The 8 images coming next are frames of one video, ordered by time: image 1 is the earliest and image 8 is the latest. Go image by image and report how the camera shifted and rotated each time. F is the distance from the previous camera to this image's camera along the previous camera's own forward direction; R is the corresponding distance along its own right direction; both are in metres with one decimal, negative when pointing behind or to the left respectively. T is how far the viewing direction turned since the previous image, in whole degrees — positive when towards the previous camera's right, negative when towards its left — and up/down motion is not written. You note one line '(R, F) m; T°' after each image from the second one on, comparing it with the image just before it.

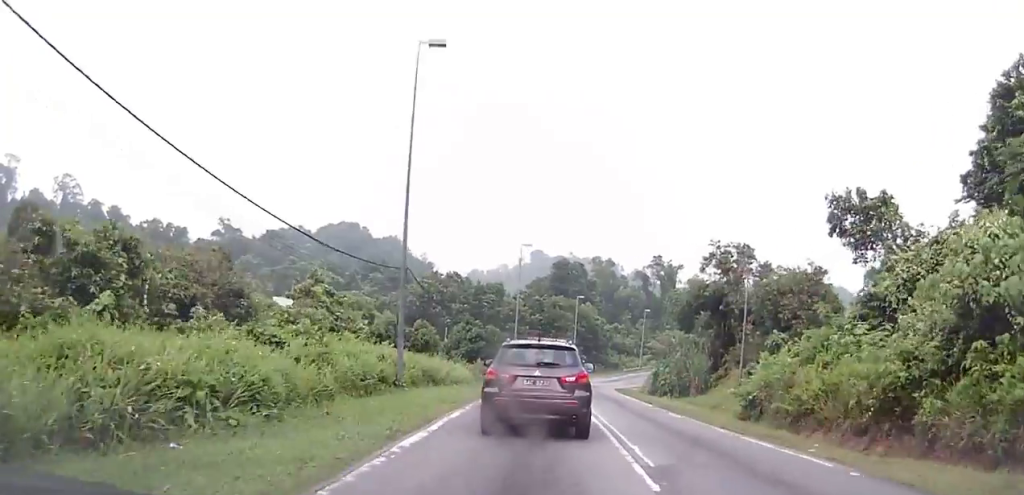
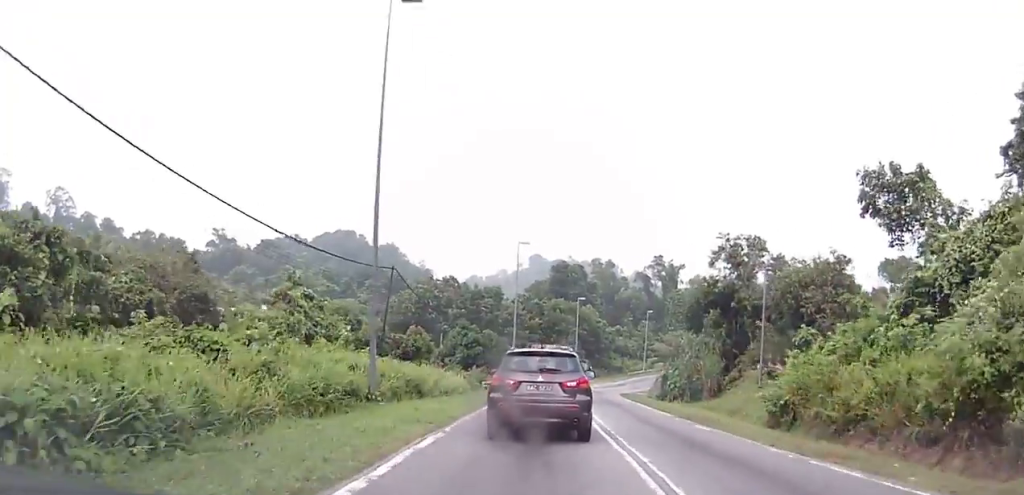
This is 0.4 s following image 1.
(-0.2, +3.9) m; 0°
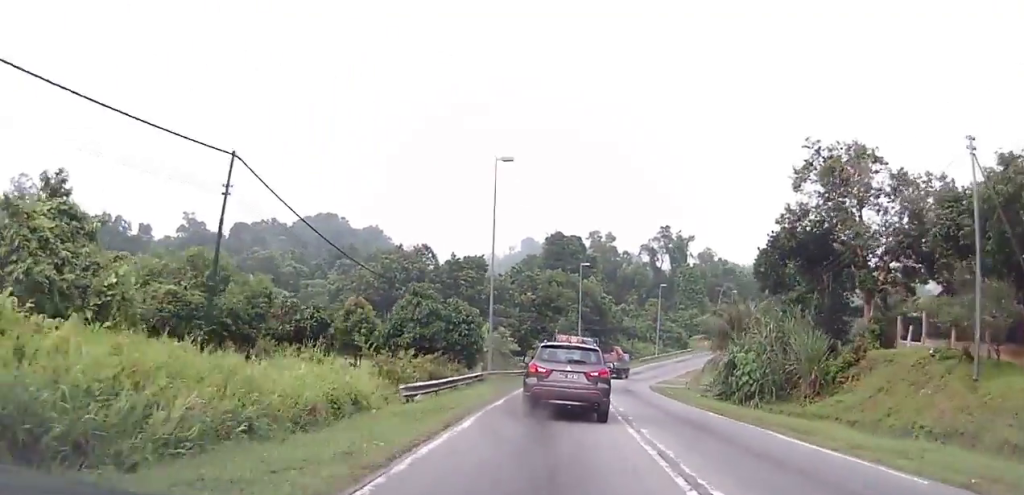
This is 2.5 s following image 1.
(+0.8, +21.6) m; +3°
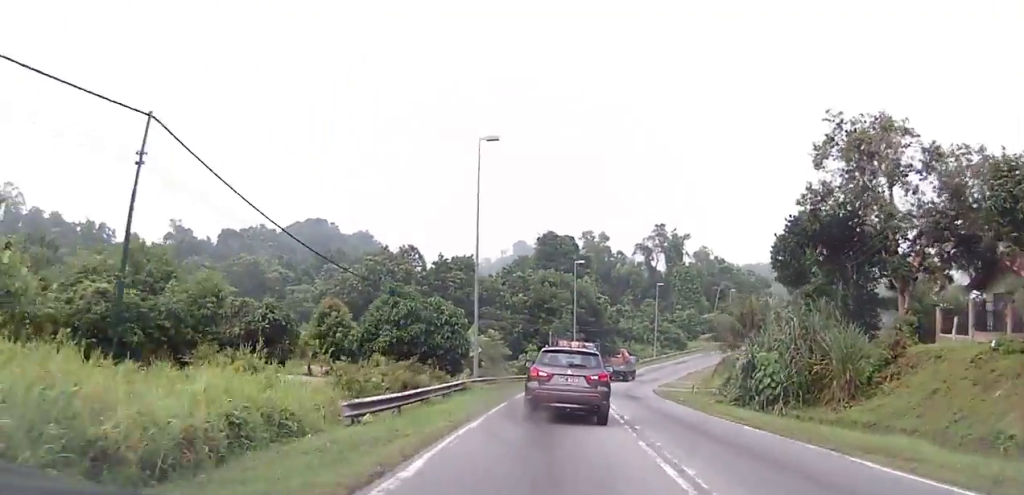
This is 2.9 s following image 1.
(0.0, +4.5) m; +1°
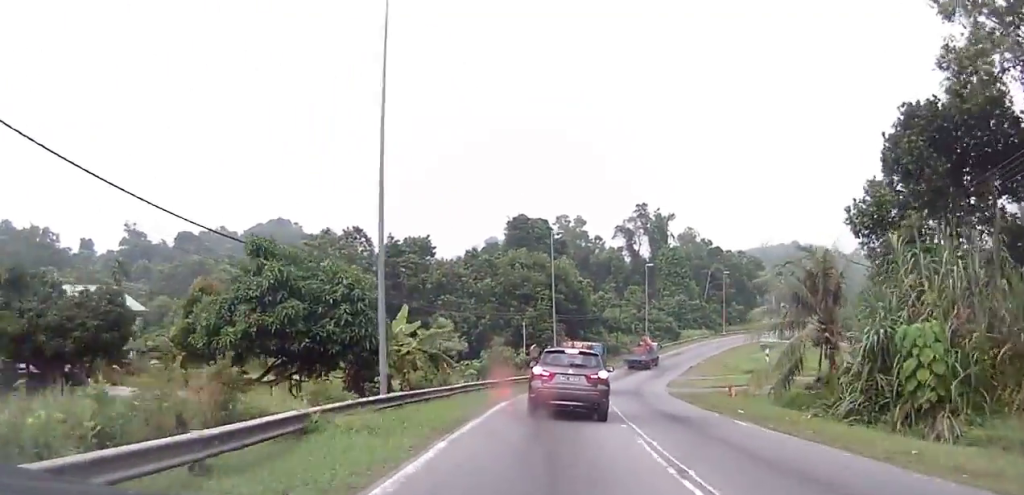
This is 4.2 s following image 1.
(+0.3, +15.4) m; +2°
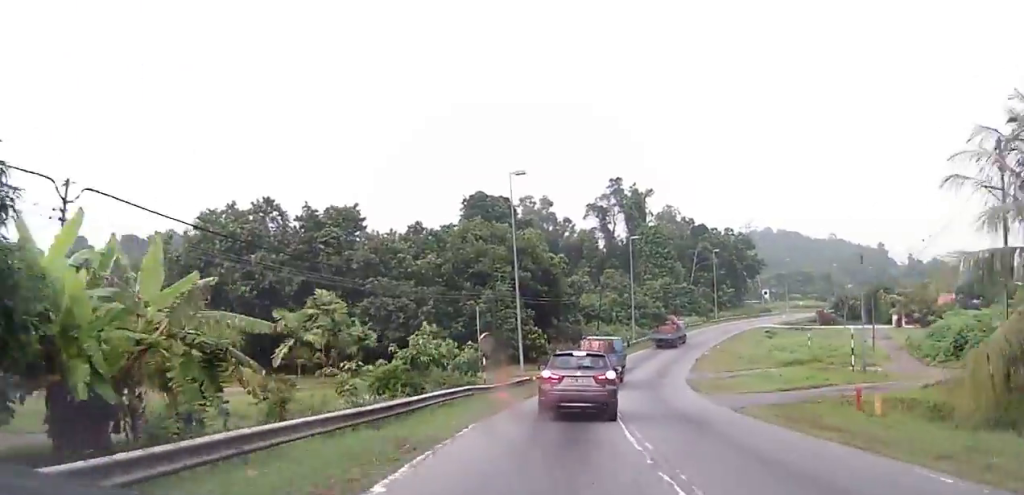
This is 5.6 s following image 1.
(+0.1, +17.5) m; +1°
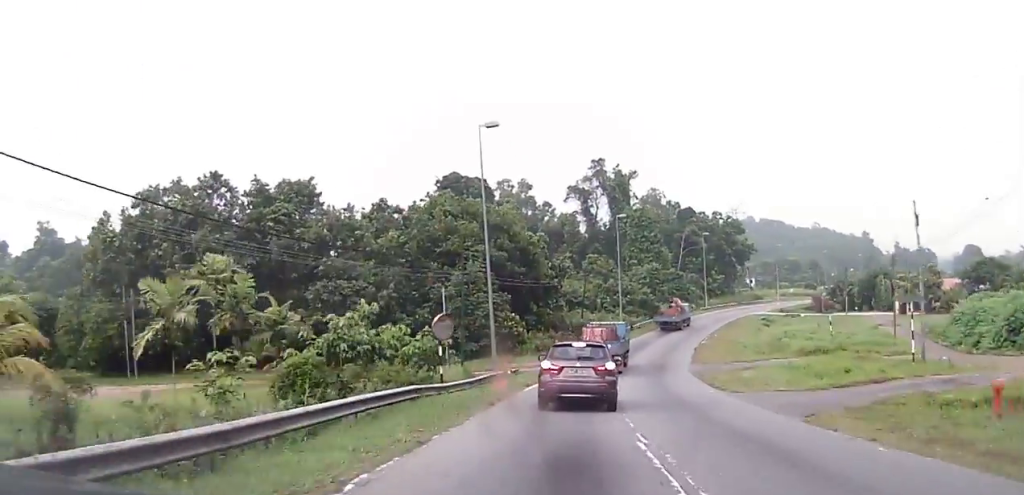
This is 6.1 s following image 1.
(+0.2, +7.1) m; +2°
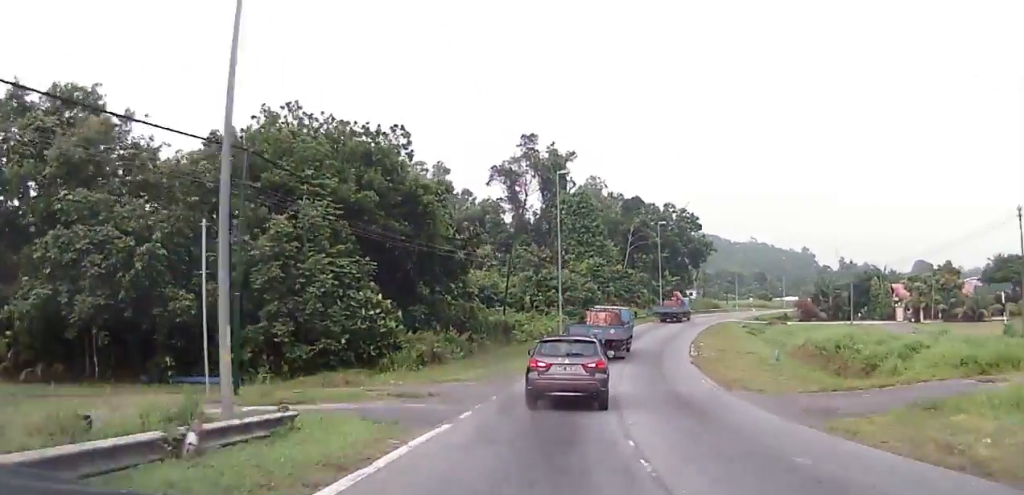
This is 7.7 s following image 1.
(+1.1, +22.7) m; +5°
